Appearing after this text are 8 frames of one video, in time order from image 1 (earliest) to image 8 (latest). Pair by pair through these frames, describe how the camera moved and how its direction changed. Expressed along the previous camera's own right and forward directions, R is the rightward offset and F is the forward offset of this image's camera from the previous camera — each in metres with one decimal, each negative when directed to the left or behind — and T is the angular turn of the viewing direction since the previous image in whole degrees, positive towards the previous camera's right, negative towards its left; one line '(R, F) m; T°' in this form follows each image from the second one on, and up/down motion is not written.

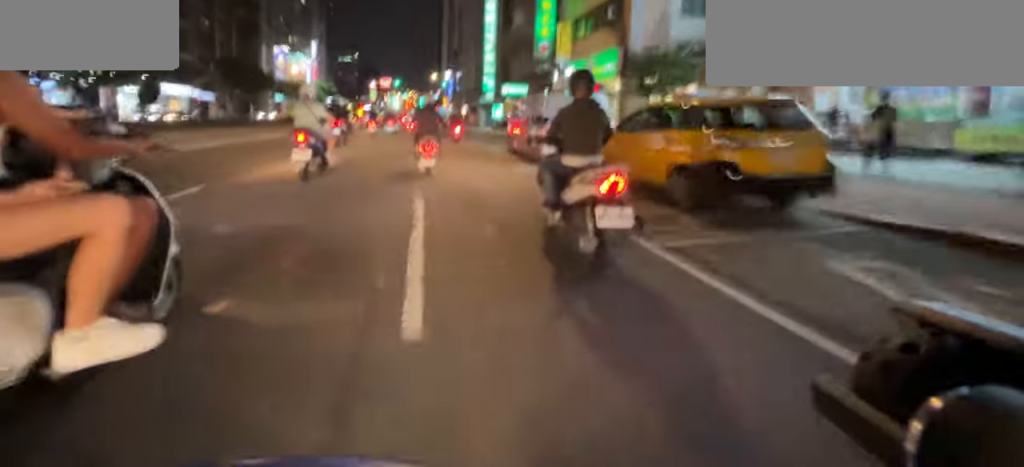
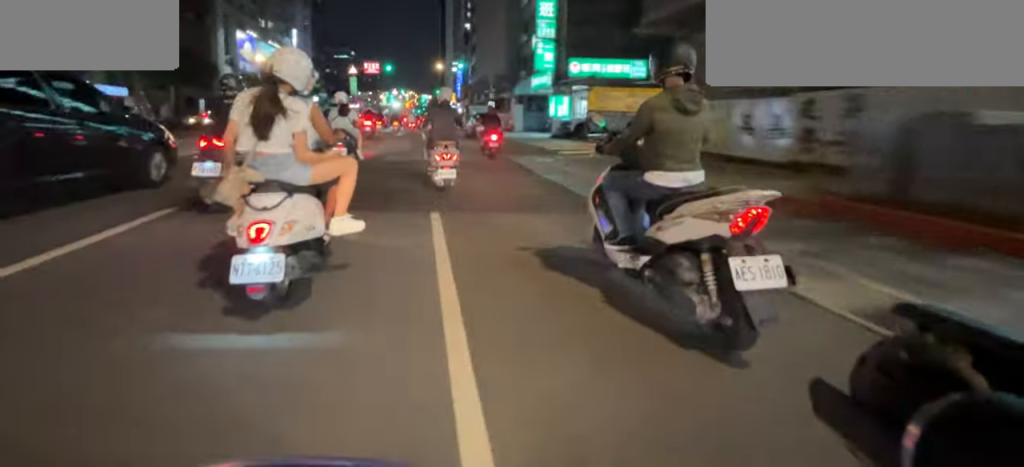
(+0.2, +21.0) m; +1°
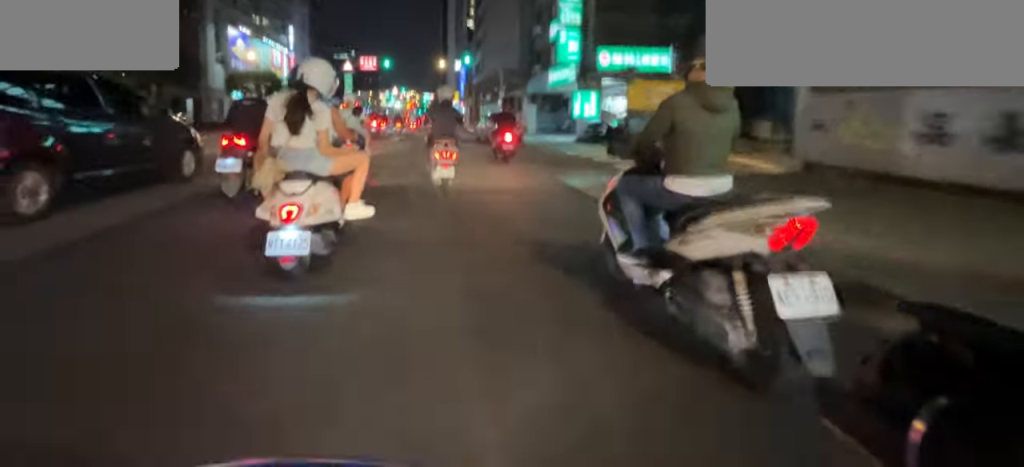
(0.0, +4.4) m; 0°
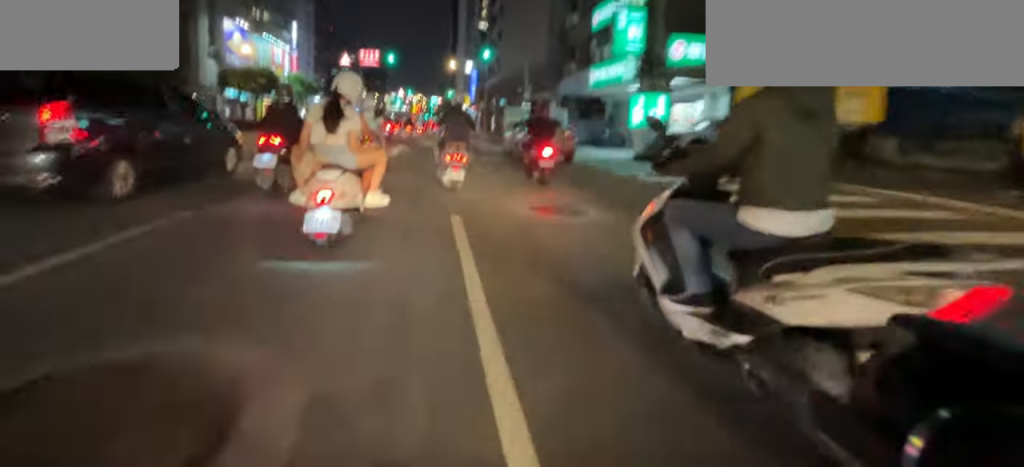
(0.0, +6.2) m; 0°
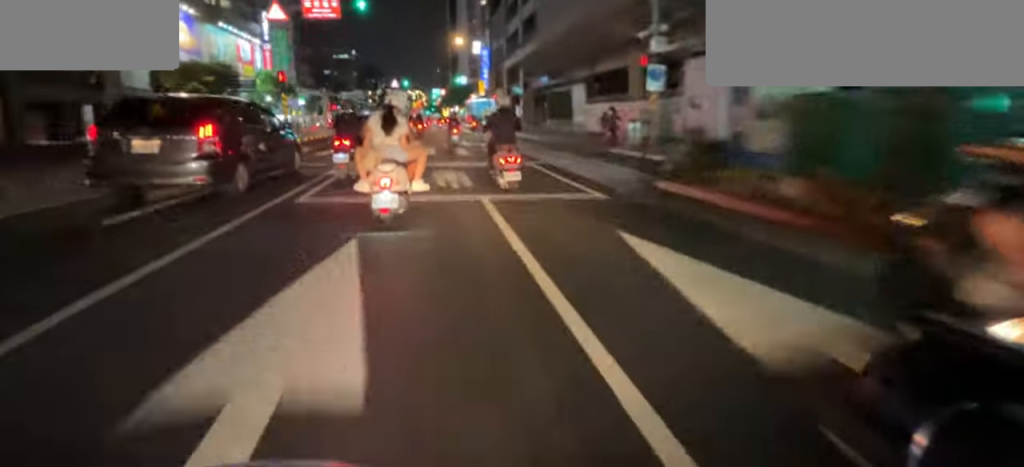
(+0.3, +16.8) m; +3°
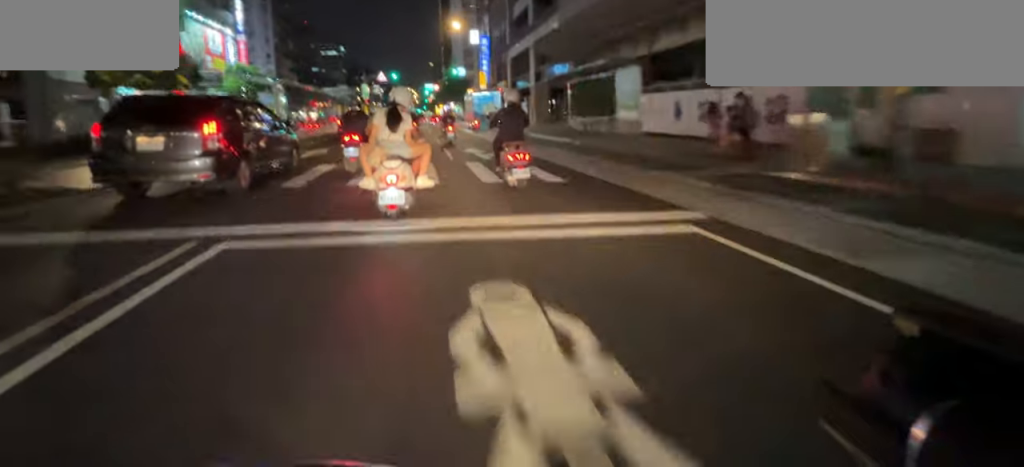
(+0.2, +7.3) m; +1°
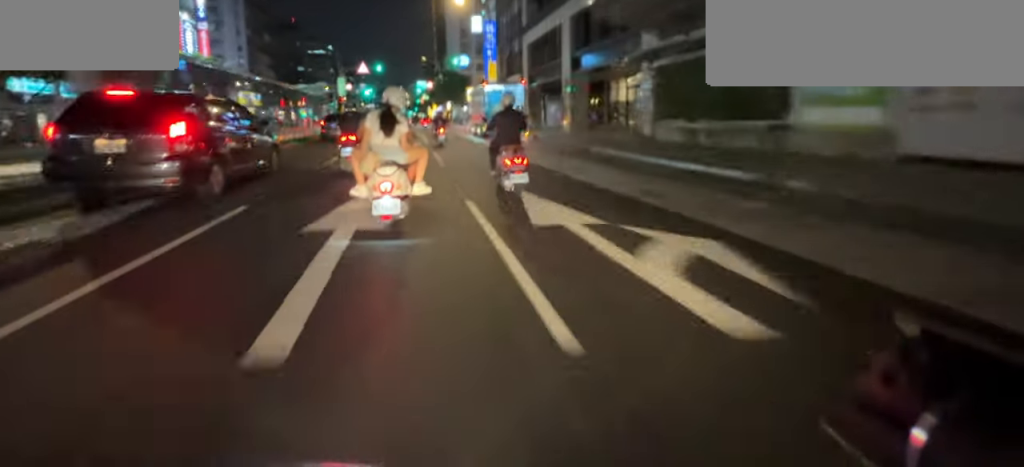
(0.0, +9.8) m; -2°
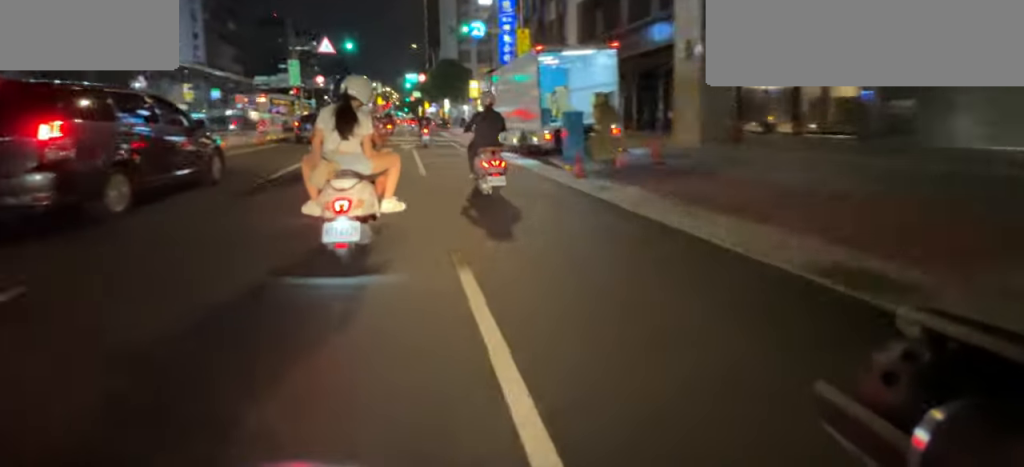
(-0.4, +11.2) m; -2°
